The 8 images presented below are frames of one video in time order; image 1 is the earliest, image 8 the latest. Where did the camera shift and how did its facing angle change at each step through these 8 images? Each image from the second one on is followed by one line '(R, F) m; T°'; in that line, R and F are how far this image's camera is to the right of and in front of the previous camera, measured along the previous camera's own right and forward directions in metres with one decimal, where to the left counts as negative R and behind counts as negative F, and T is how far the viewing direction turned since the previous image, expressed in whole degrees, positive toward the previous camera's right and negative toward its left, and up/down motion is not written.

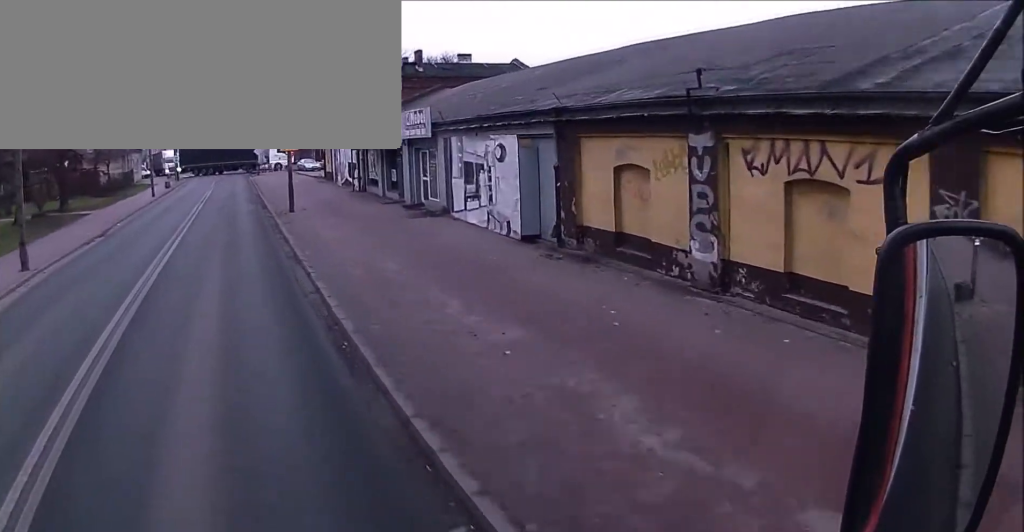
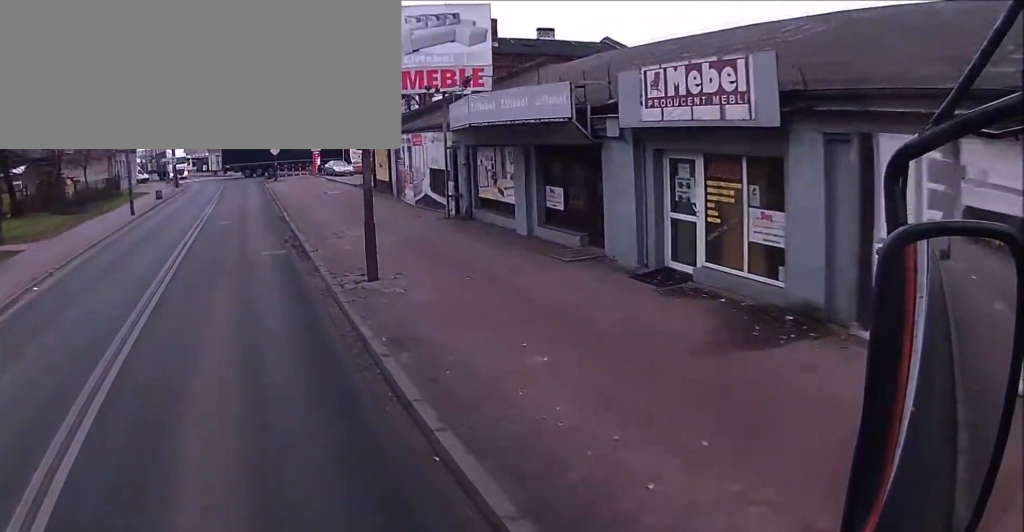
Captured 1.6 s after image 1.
(-0.5, +13.9) m; 0°
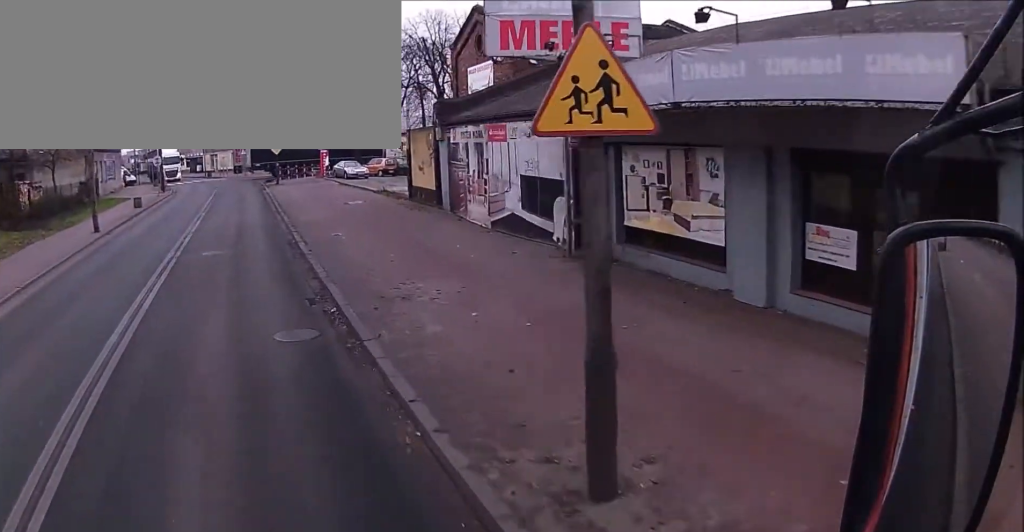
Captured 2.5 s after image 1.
(+0.2, +7.6) m; +3°
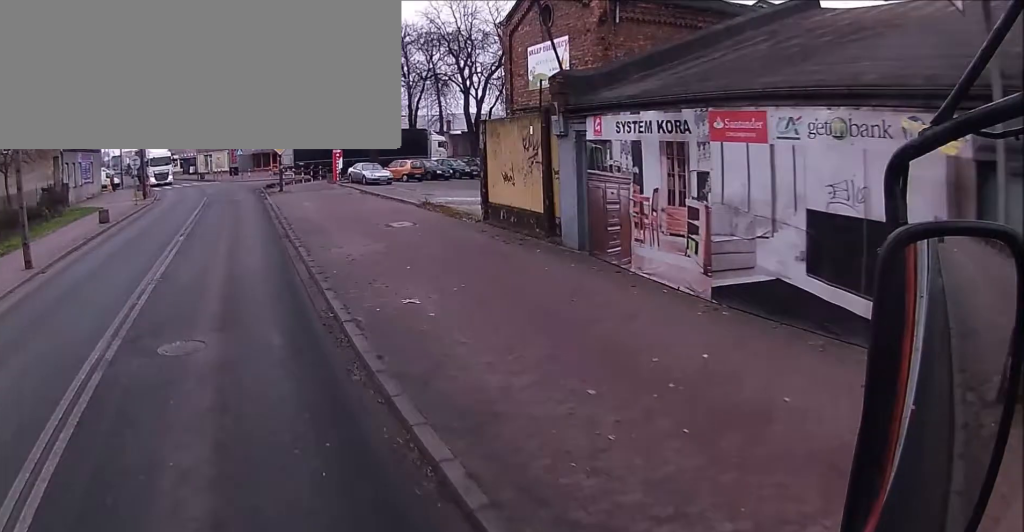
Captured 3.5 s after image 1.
(+0.3, +8.2) m; +1°
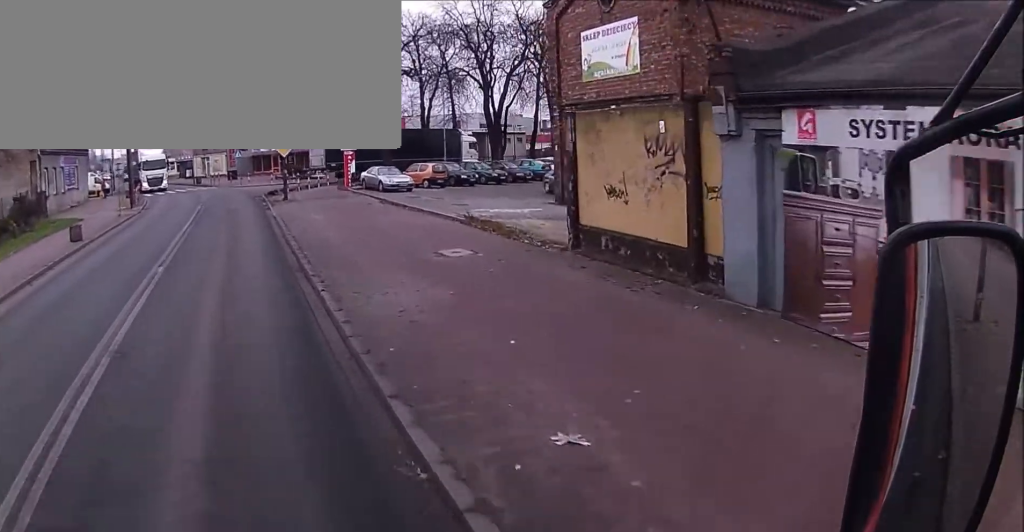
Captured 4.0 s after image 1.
(-0.1, +4.8) m; -1°
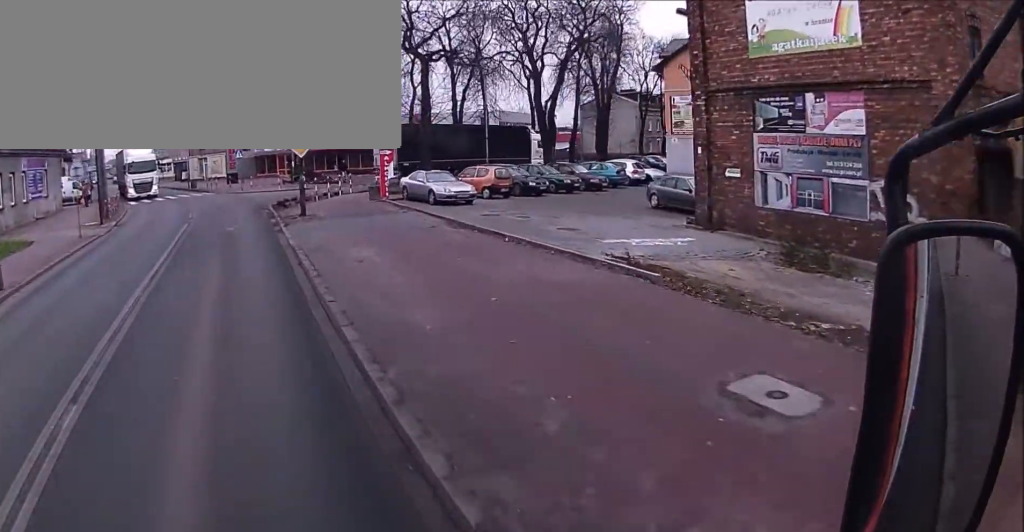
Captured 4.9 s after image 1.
(-0.2, +8.9) m; +2°
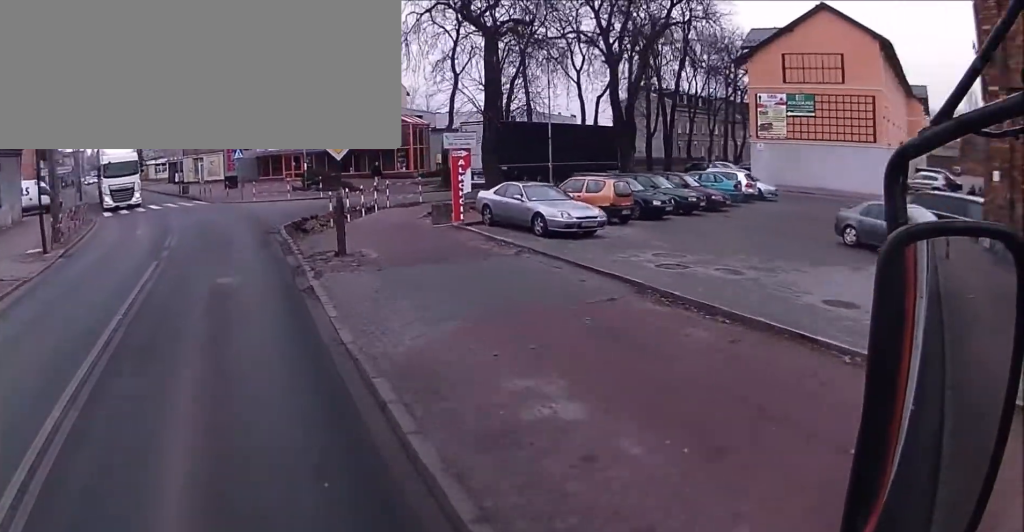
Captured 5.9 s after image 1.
(+0.5, +9.3) m; 0°
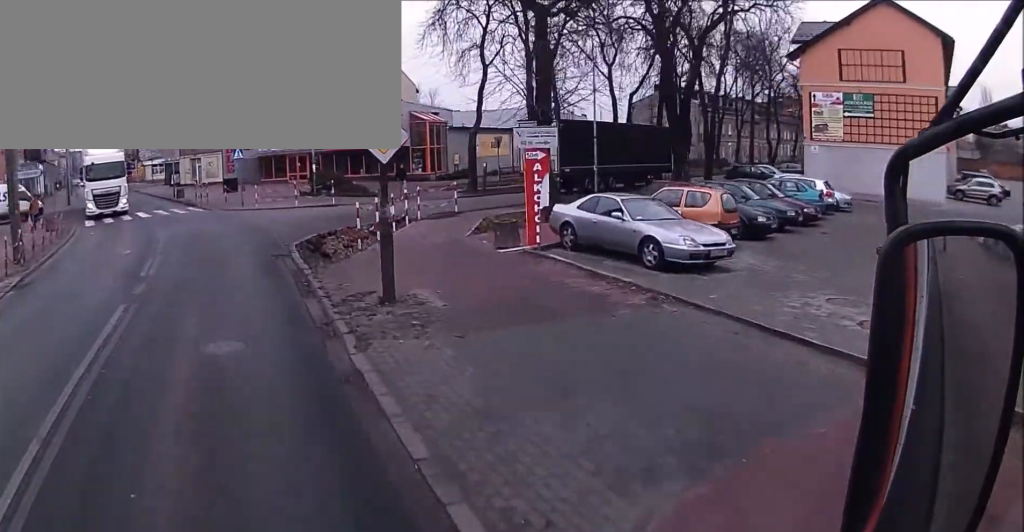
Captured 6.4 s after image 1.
(0.0, +4.8) m; -1°
